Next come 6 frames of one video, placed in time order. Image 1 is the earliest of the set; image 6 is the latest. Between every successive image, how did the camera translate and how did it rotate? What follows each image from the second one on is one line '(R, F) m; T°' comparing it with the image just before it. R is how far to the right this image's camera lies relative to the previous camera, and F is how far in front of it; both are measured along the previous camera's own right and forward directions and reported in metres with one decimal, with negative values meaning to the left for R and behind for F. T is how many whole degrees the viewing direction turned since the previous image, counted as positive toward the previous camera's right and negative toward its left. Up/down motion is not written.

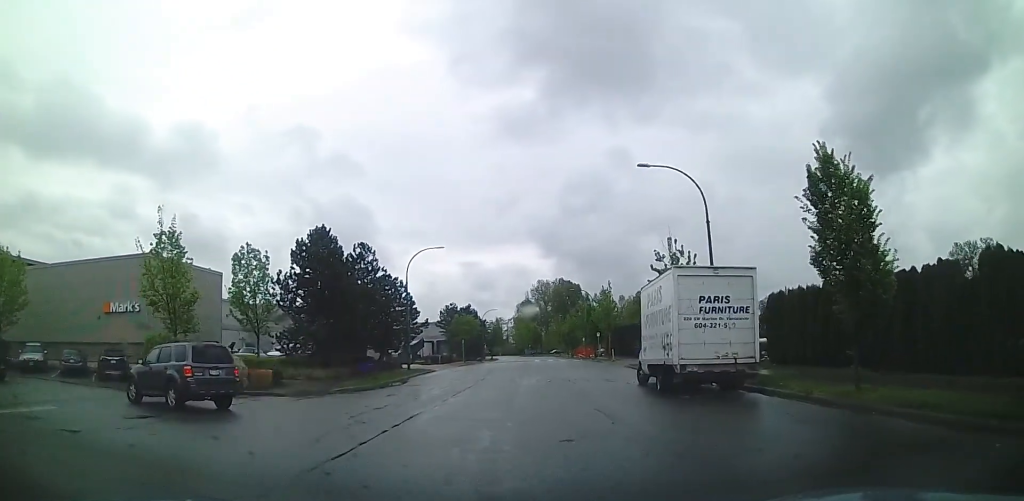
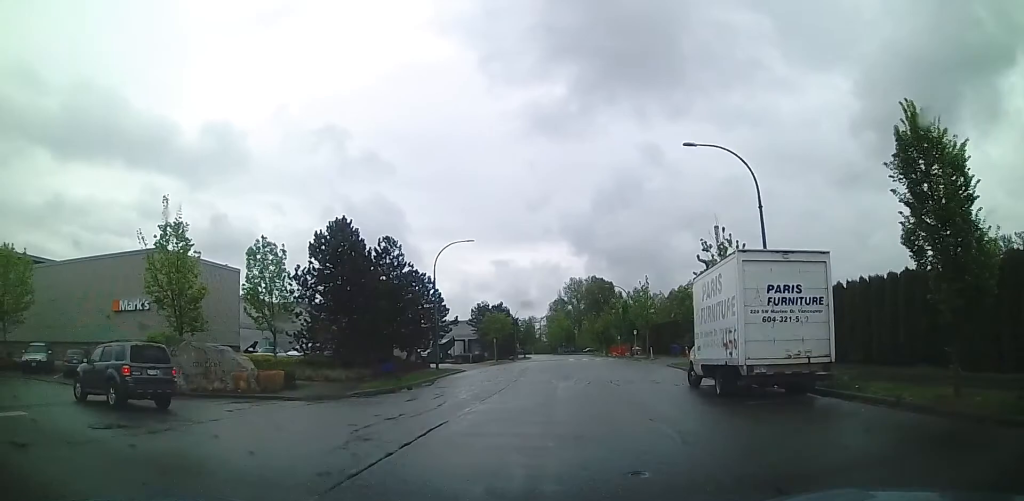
(0.0, +2.1) m; -4°
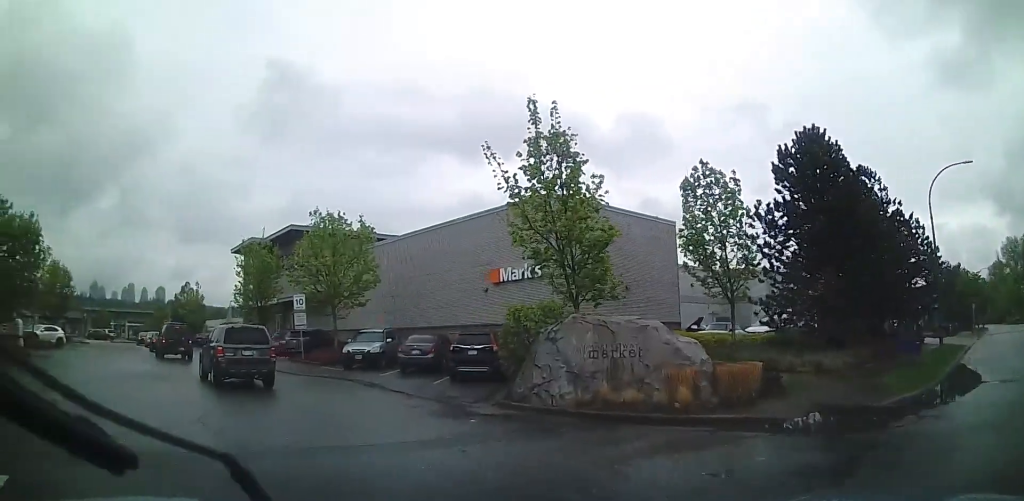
(-1.6, +9.9) m; -17°
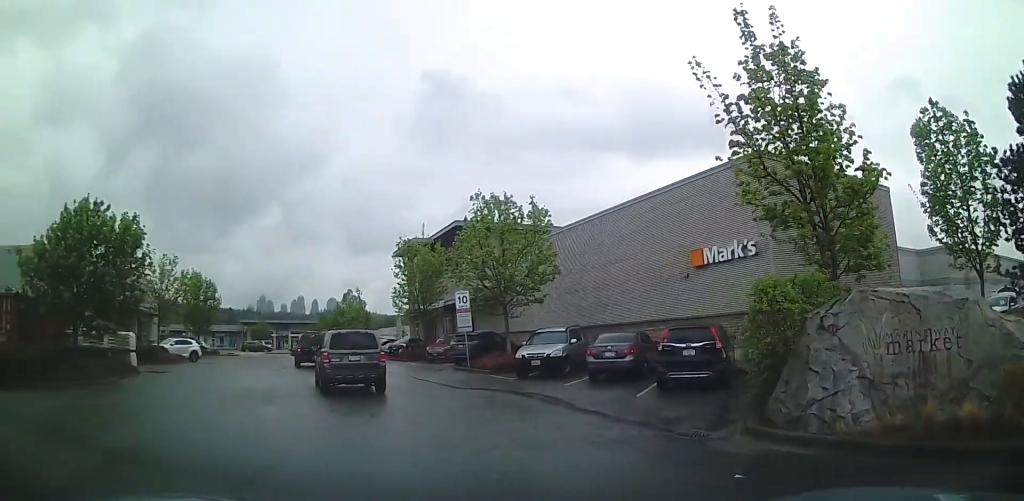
(-0.4, +3.8) m; -19°
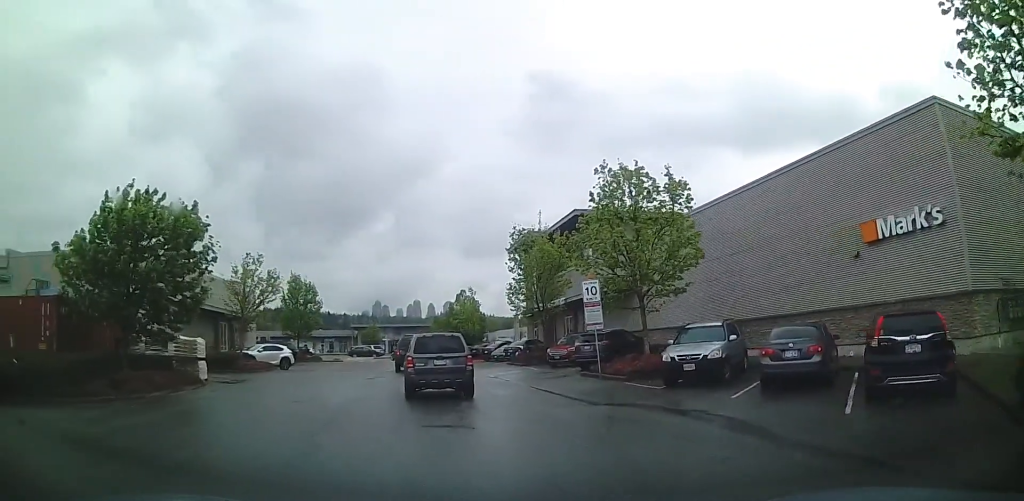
(-0.7, +3.2) m; -28°
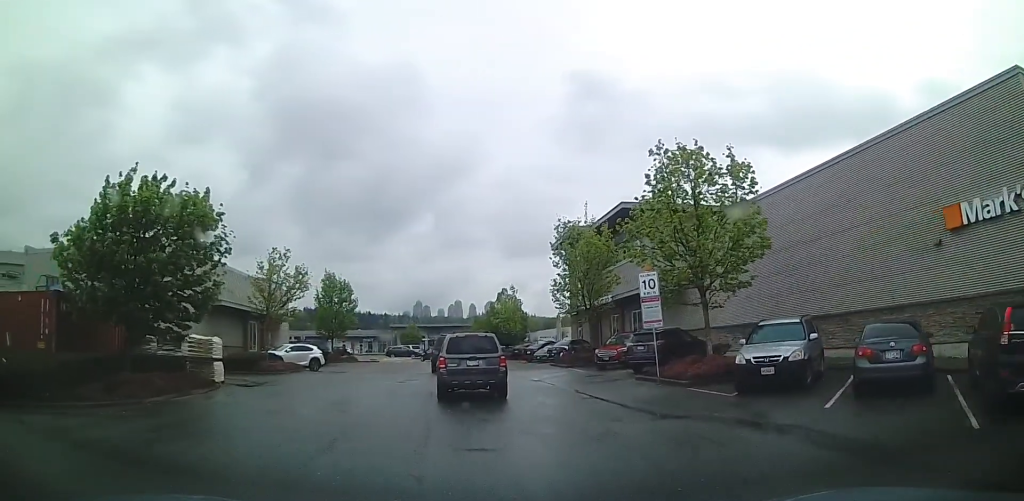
(+0.1, +1.7) m; -17°
